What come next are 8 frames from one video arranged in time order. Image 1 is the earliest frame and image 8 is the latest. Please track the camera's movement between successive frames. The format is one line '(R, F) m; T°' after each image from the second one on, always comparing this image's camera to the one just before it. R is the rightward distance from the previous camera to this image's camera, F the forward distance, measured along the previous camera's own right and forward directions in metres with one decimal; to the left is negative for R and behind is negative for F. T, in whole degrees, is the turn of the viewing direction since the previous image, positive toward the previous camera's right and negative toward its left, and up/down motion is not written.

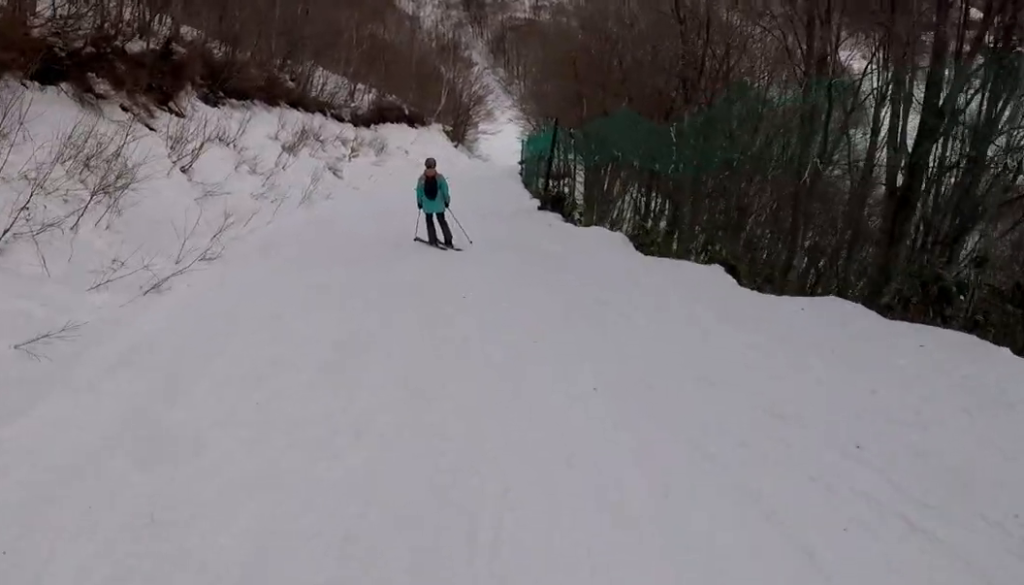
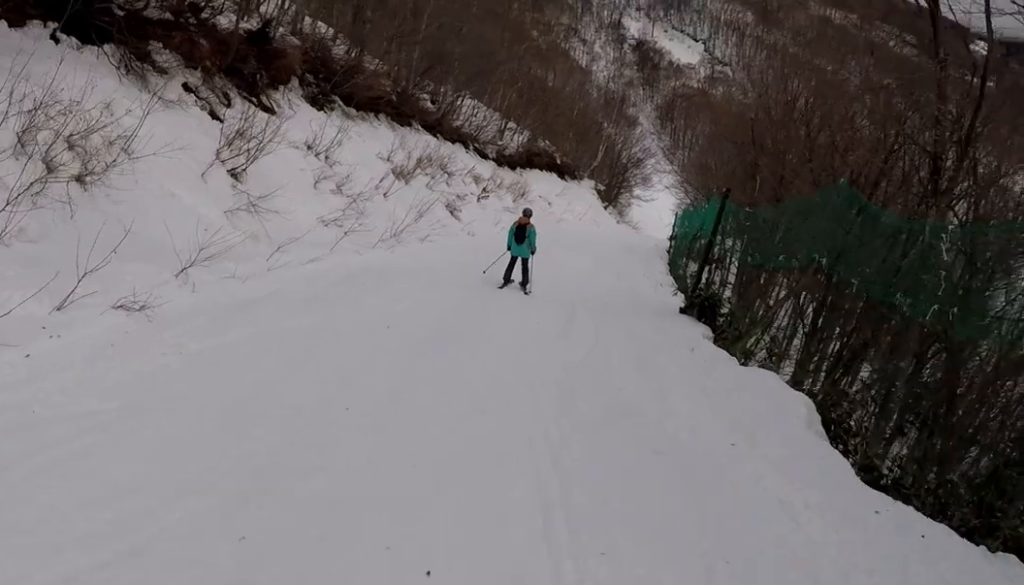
(-0.2, +5.7) m; -1°
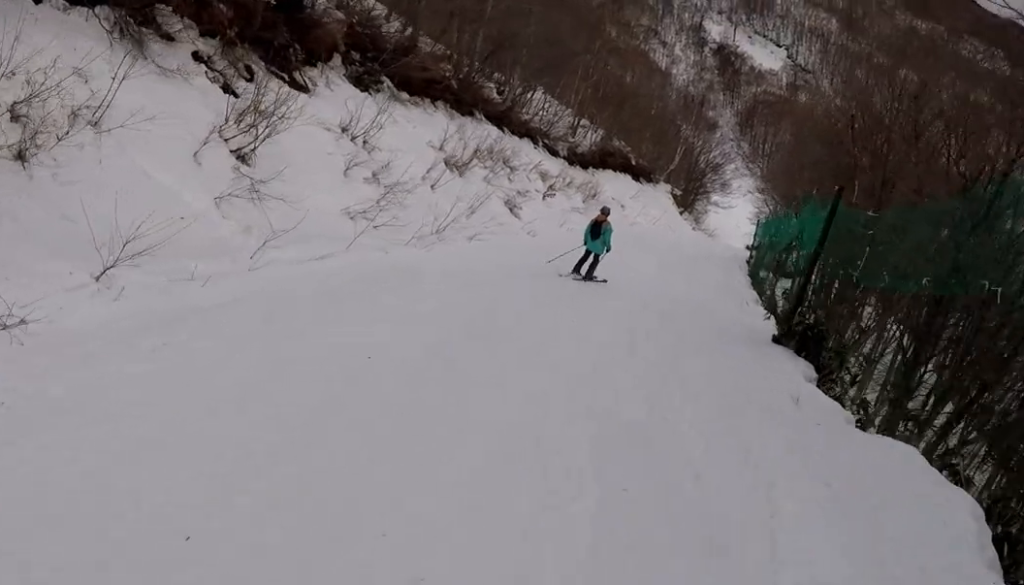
(0.0, +2.9) m; +1°
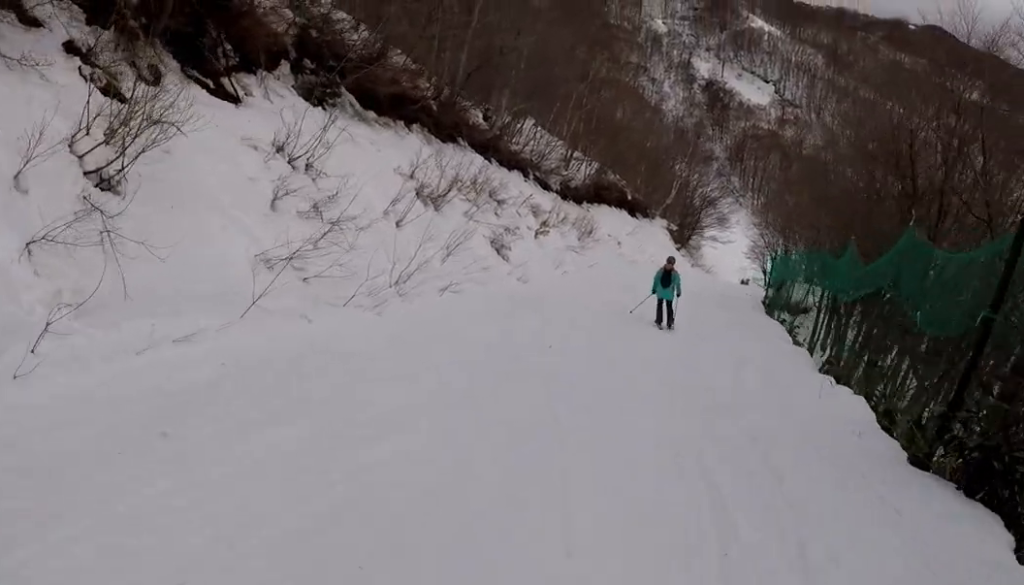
(0.0, +4.9) m; +3°
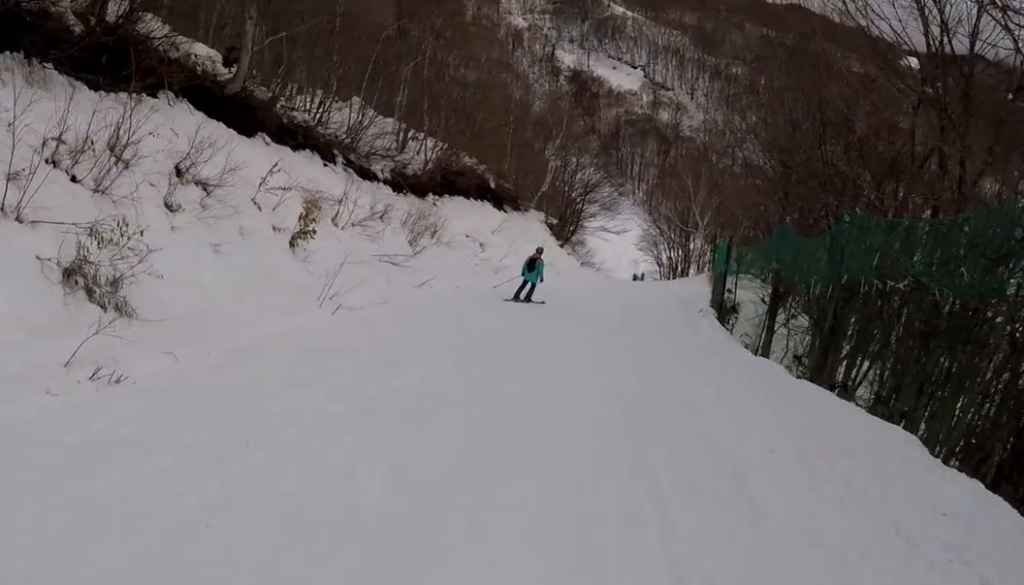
(+0.2, +16.0) m; +2°
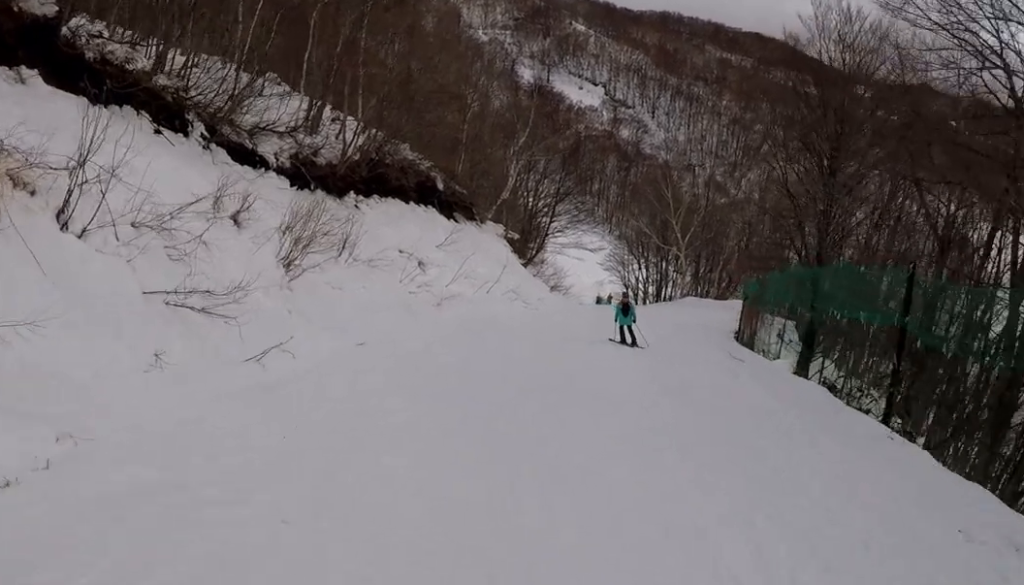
(+0.7, +11.6) m; +12°
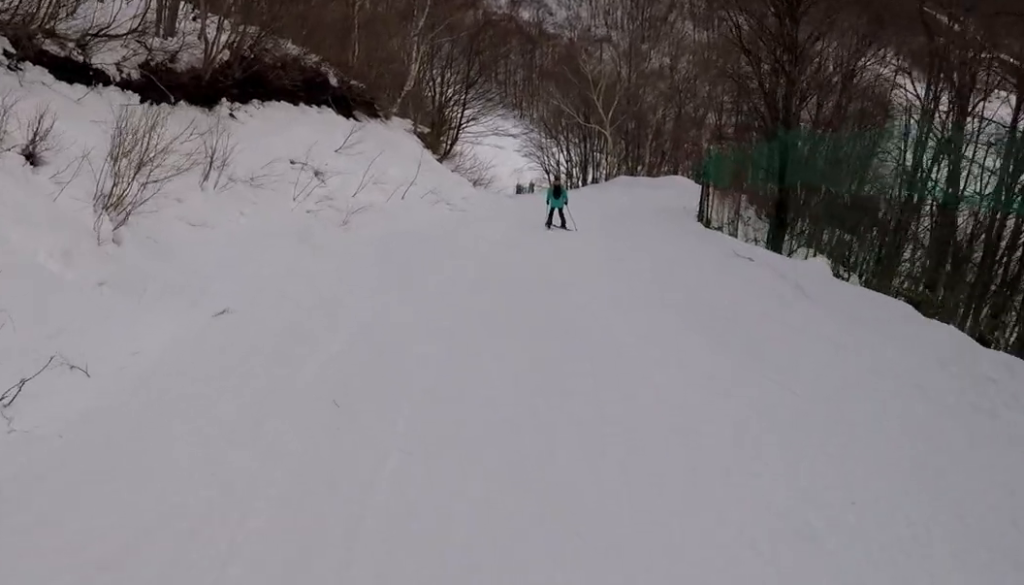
(+0.6, +4.2) m; +7°
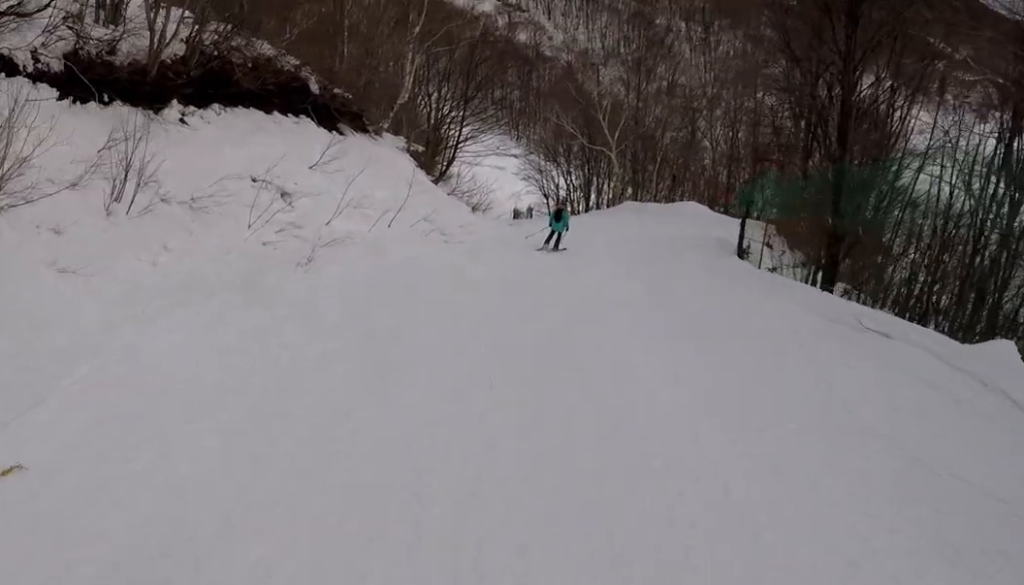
(+0.2, +3.8) m; +4°
